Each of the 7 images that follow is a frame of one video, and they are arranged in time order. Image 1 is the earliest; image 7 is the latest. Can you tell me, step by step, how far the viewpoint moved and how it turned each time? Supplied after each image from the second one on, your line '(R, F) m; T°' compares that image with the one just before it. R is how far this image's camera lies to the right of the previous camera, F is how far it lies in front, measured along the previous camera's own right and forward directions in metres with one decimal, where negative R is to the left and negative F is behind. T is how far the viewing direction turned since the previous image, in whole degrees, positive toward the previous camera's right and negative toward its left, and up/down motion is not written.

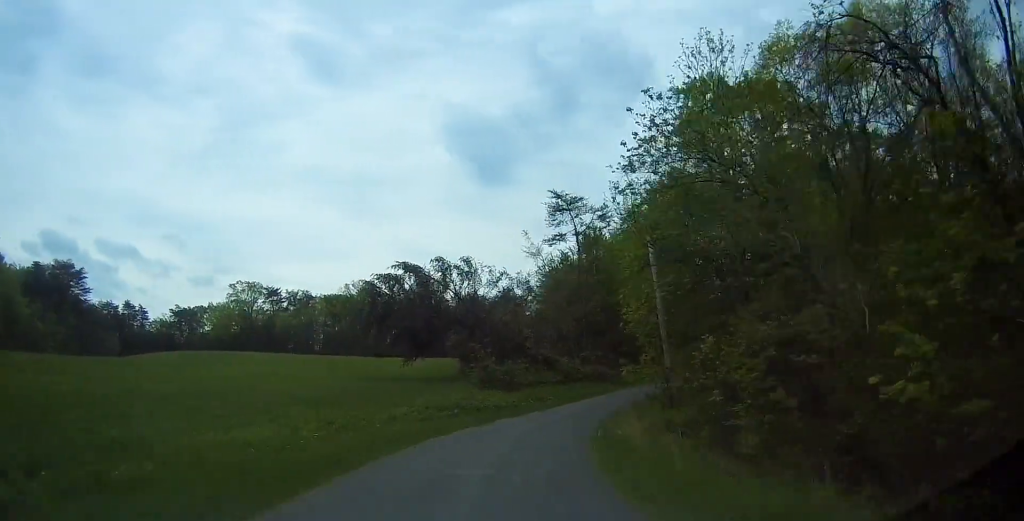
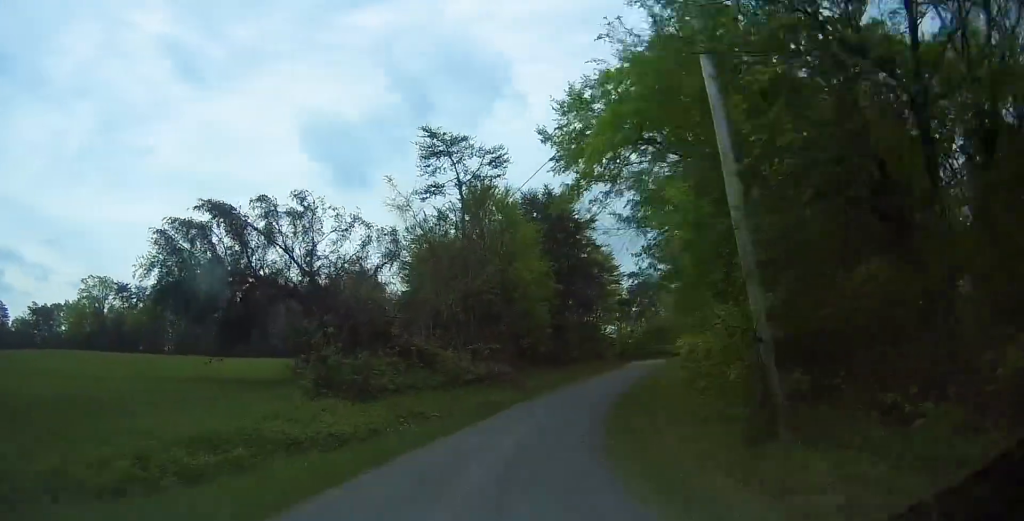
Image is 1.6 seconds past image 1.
(+1.6, +15.3) m; +10°
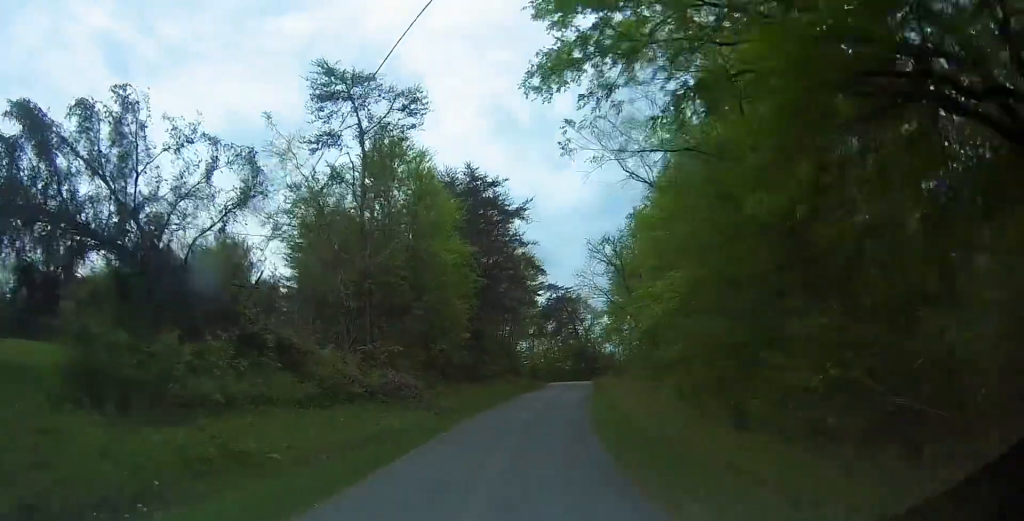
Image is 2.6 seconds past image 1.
(+0.7, +10.1) m; +9°
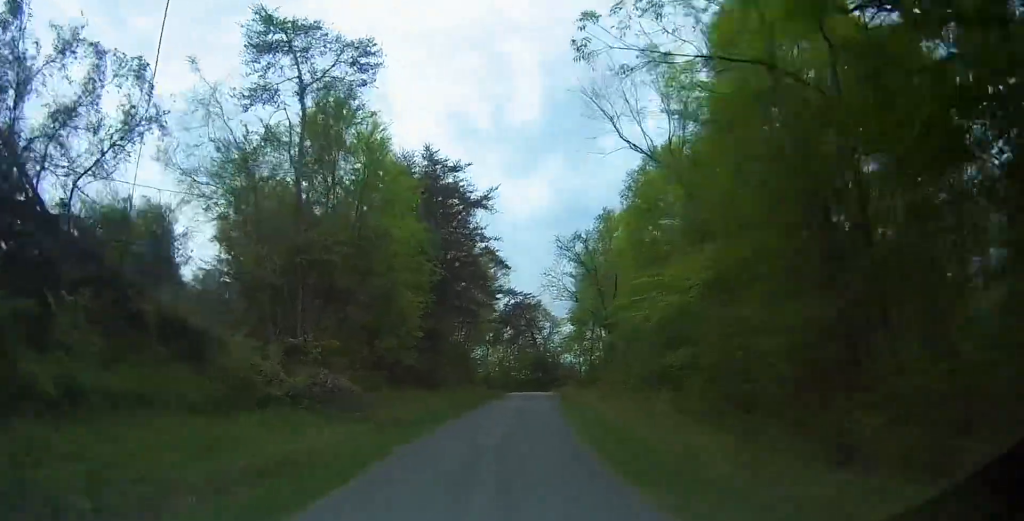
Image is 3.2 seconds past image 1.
(+0.3, +5.1) m; +4°
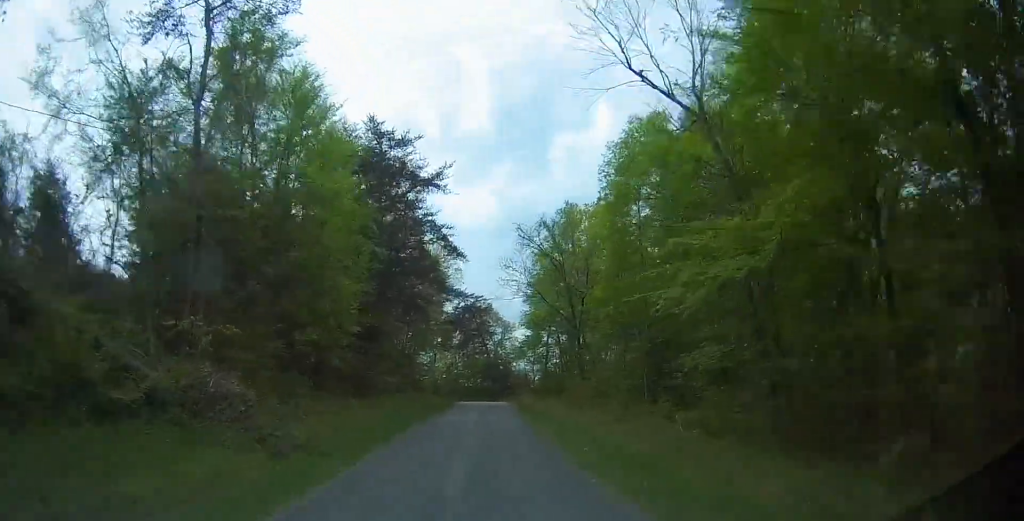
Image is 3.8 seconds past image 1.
(+0.3, +6.2) m; +4°
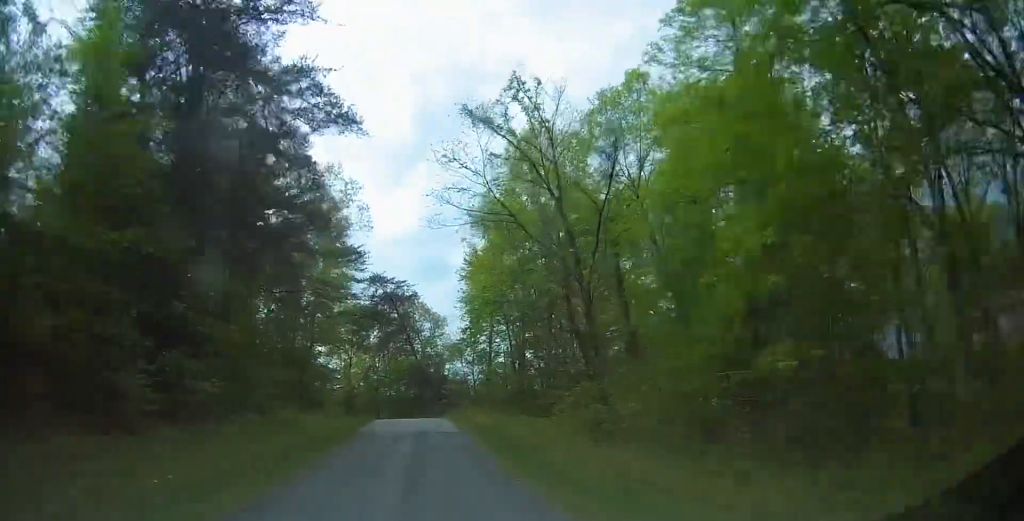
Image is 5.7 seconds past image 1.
(+0.8, +19.1) m; +4°
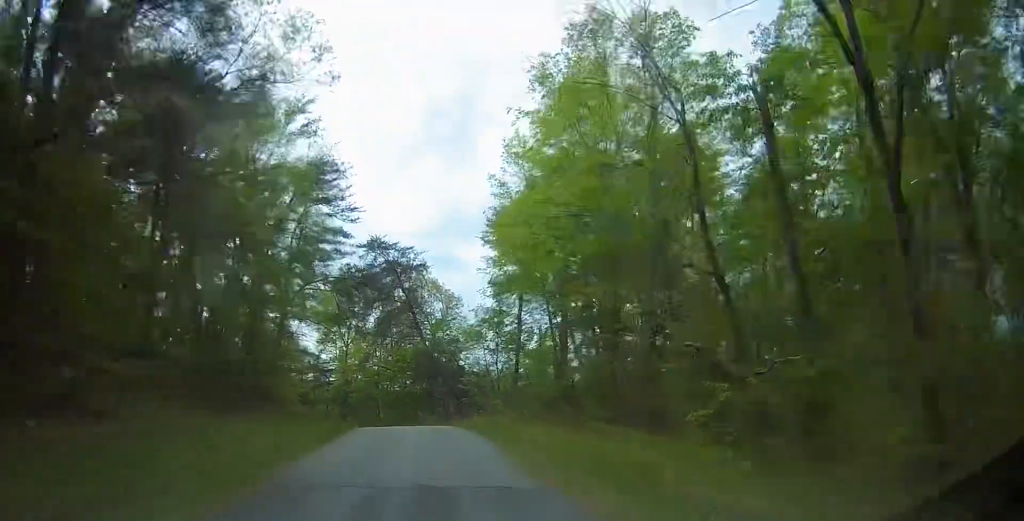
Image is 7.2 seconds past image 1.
(+0.4, +14.7) m; +2°
